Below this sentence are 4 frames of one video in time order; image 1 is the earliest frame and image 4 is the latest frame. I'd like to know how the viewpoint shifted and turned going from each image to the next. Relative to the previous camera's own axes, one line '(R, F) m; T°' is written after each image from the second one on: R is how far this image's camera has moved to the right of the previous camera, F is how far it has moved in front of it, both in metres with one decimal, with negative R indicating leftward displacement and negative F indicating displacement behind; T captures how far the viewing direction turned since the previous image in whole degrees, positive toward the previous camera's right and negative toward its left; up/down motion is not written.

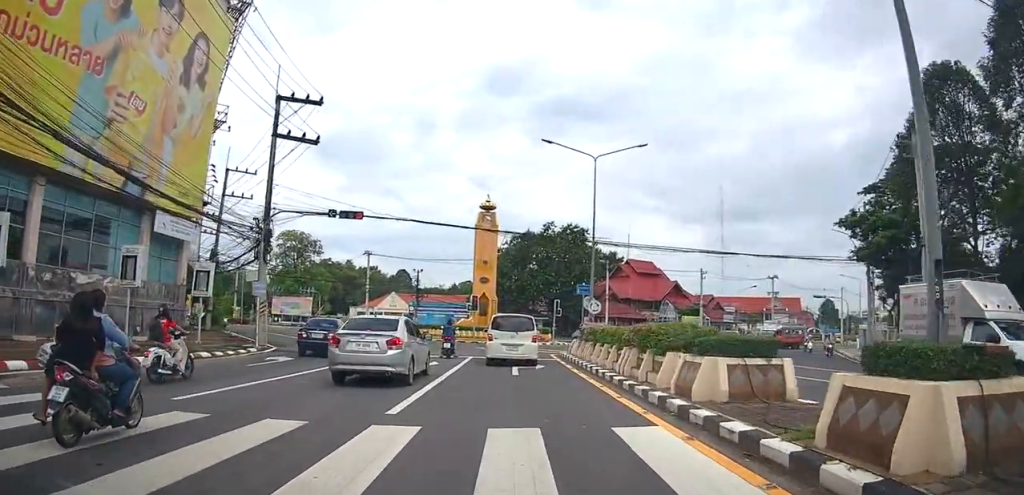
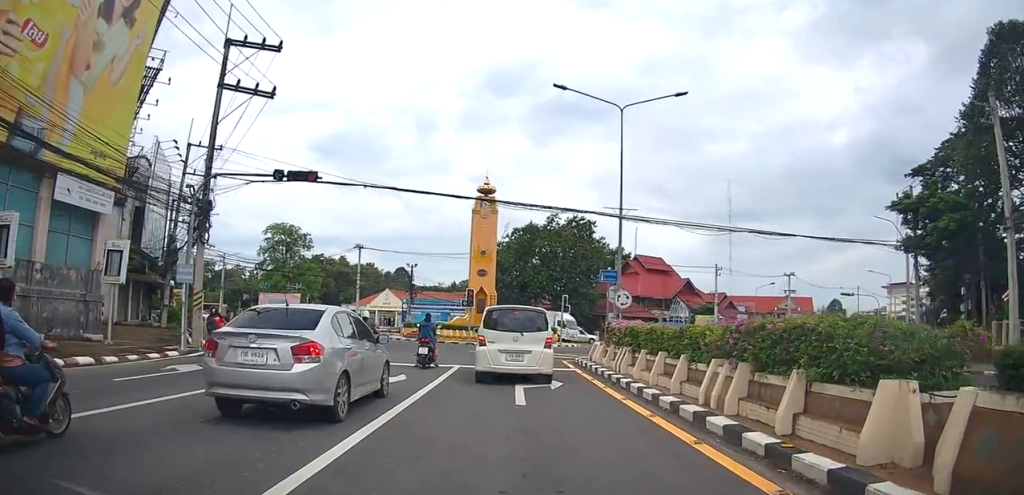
(+0.2, +6.2) m; -2°
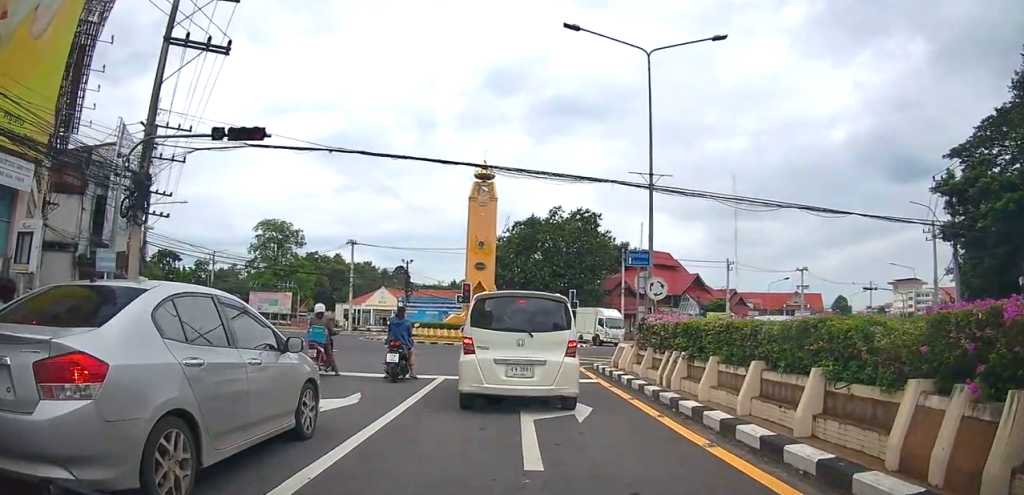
(-0.2, +4.4) m; -4°
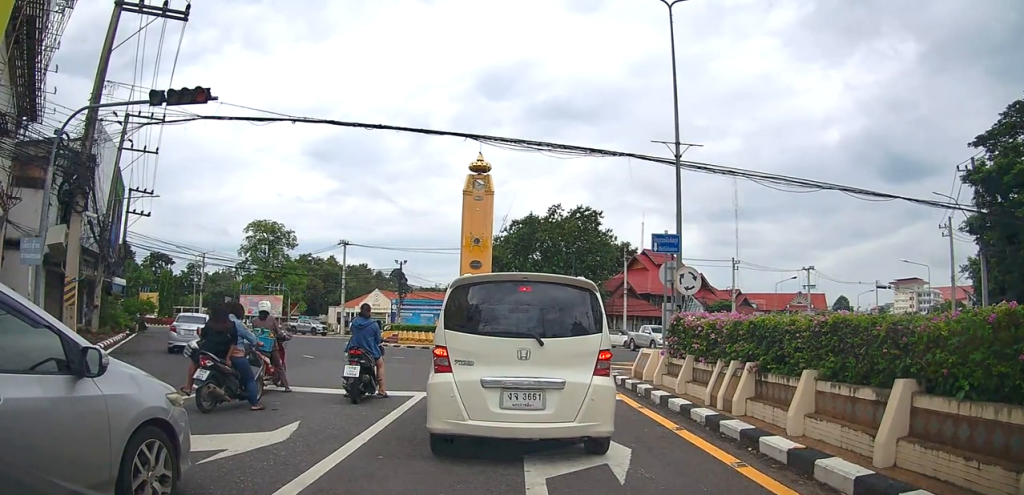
(+0.1, +2.8) m; 0°
